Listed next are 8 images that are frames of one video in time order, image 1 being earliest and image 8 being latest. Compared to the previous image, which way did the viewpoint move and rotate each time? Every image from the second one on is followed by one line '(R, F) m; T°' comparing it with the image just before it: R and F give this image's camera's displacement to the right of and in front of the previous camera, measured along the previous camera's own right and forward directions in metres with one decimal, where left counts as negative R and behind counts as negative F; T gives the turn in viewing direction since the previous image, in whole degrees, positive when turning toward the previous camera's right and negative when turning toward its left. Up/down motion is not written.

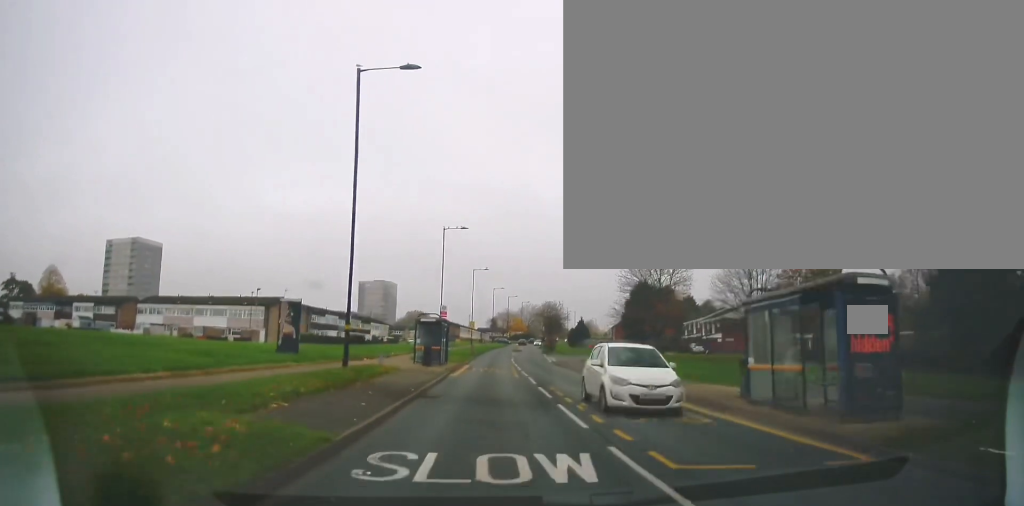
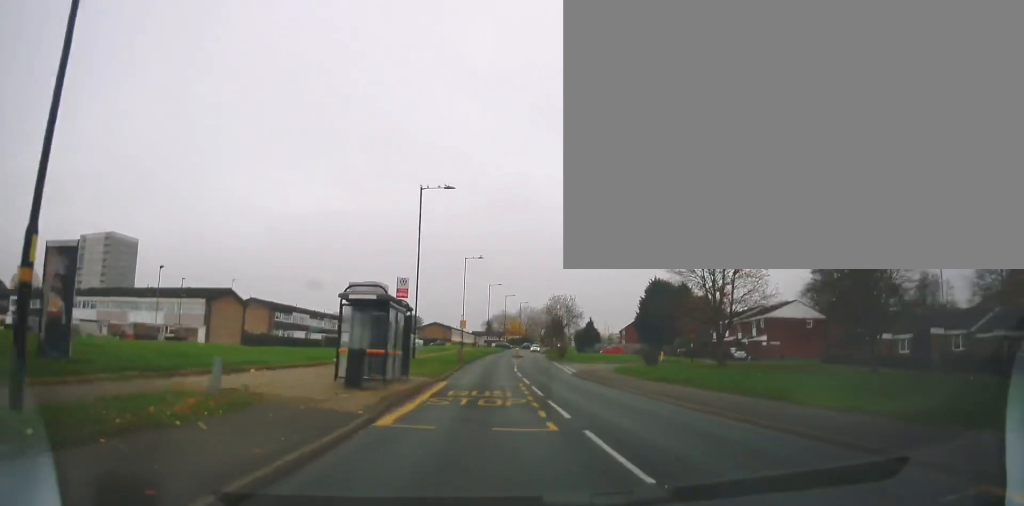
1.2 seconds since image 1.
(+0.5, +15.9) m; +2°
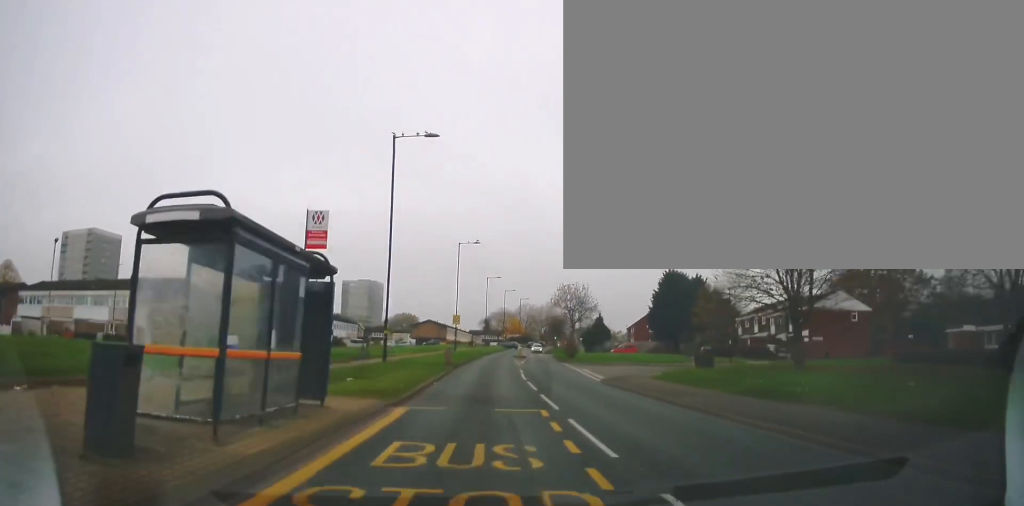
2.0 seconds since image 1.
(0.0, +10.5) m; 0°
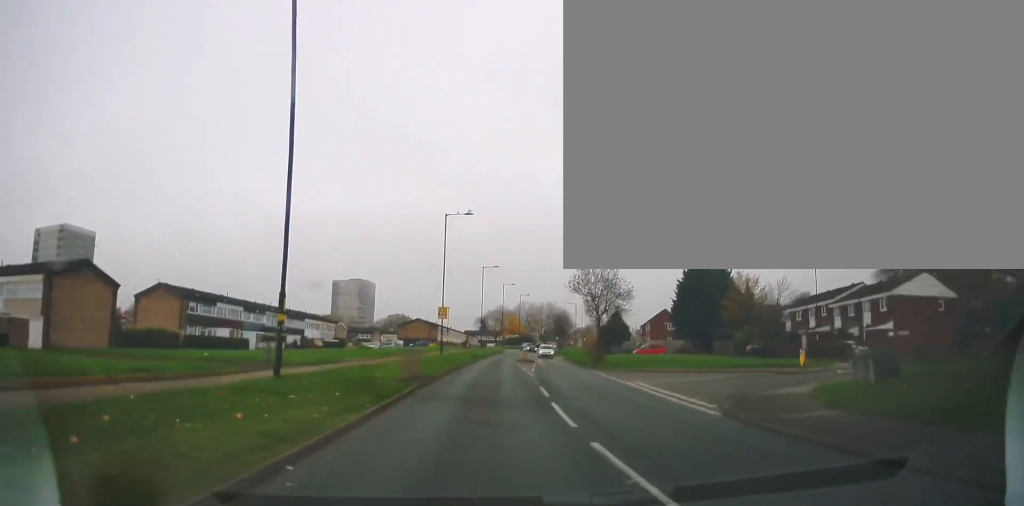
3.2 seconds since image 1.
(0.0, +14.9) m; 0°
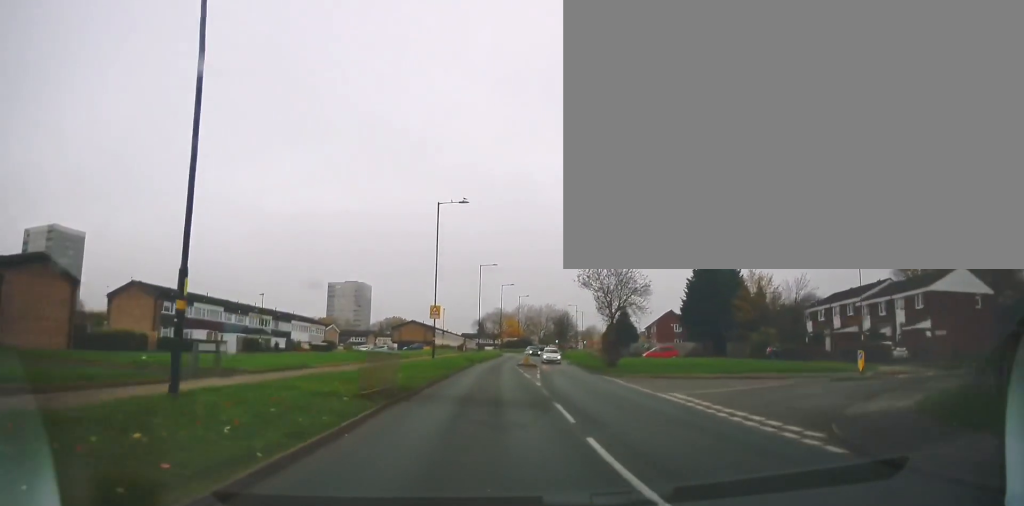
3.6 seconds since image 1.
(0.0, +5.6) m; 0°
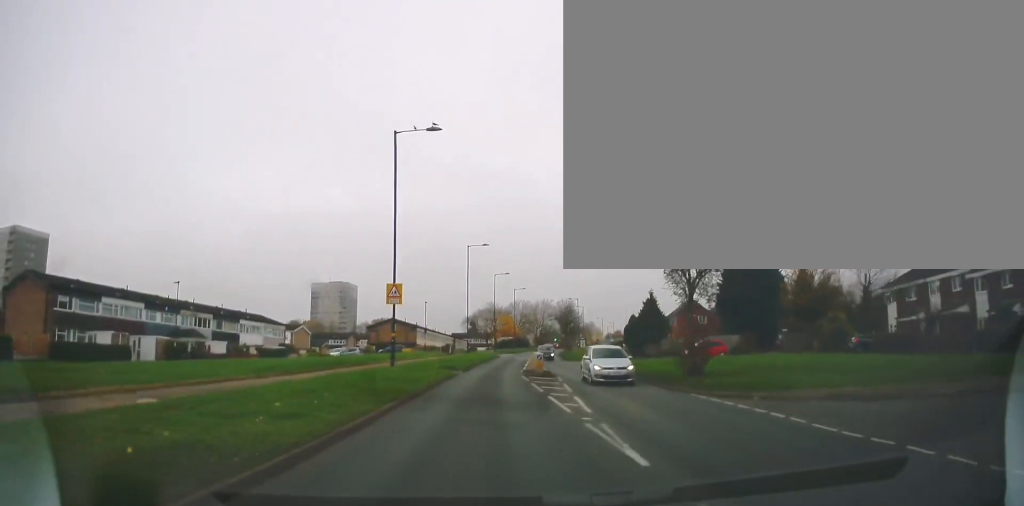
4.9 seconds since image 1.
(0.0, +16.1) m; +2°
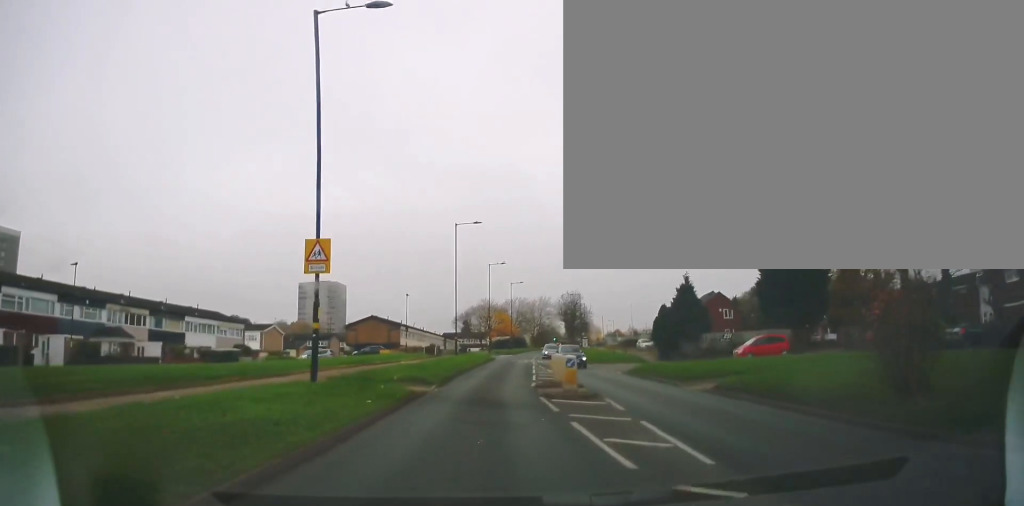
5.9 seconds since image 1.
(+0.4, +12.4) m; +1°
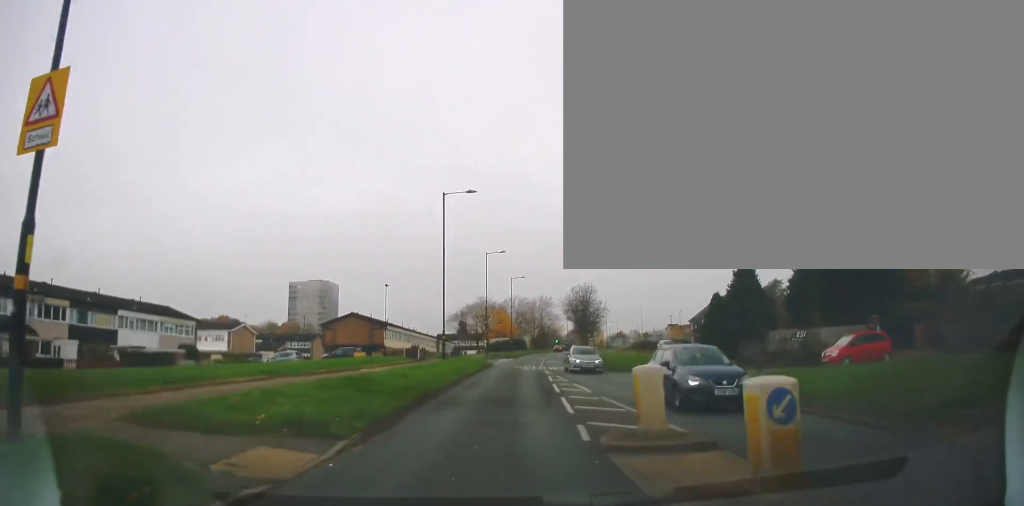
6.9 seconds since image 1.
(-0.2, +11.4) m; -2°
